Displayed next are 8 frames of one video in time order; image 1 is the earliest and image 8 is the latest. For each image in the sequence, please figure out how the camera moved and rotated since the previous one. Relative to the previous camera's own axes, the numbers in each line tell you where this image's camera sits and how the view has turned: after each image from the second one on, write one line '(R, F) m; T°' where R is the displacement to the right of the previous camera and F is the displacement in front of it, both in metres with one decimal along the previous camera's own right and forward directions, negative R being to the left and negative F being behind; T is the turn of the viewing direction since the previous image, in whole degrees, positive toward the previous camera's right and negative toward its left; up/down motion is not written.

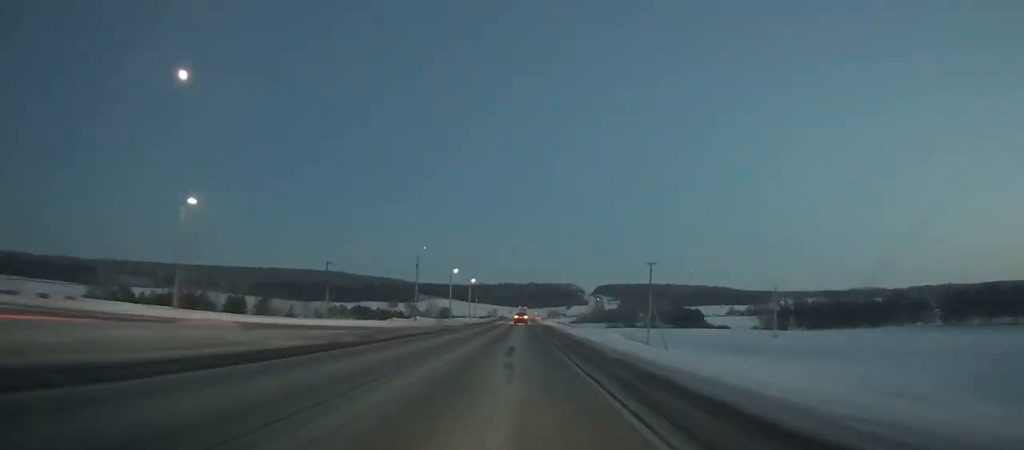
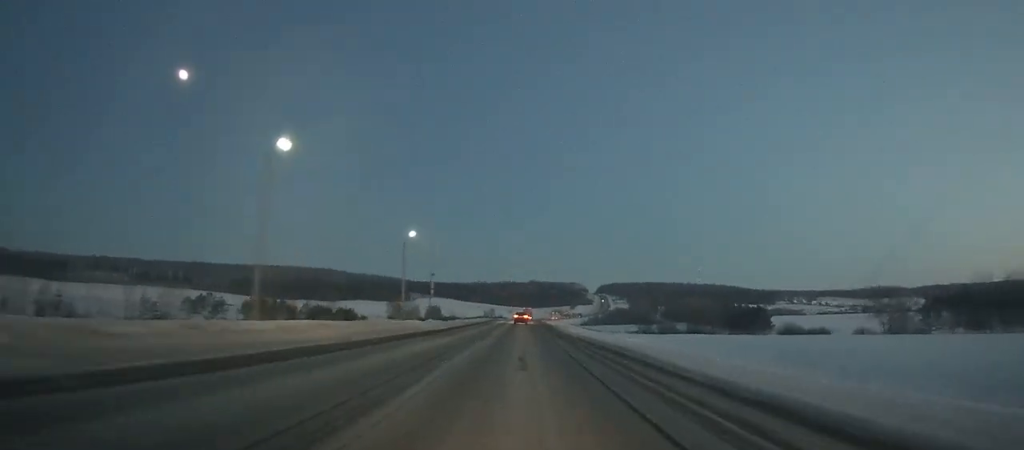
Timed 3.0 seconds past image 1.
(+0.1, +69.5) m; 0°
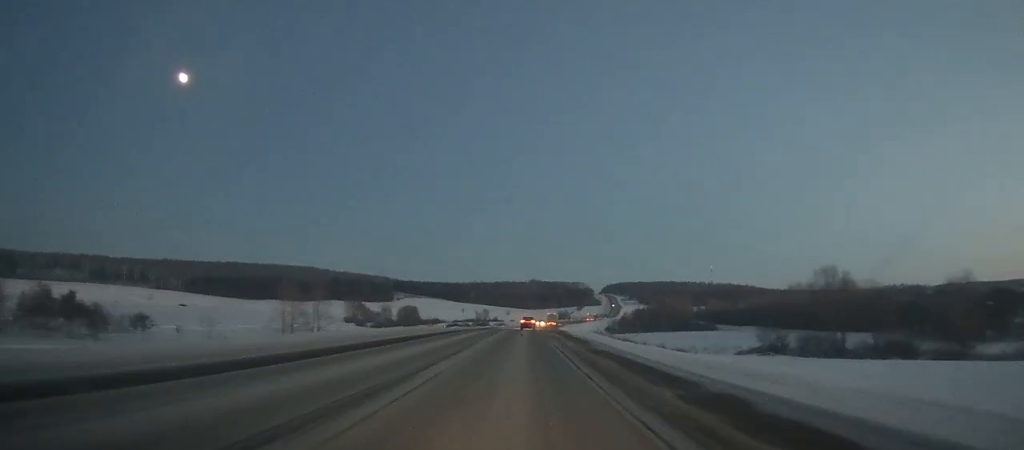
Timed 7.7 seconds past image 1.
(-0.1, +107.9) m; 0°
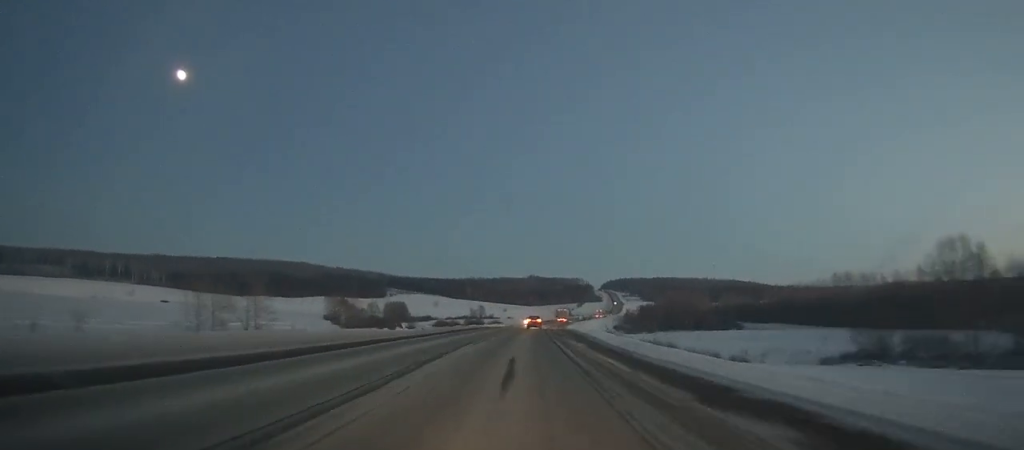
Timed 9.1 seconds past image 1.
(+0.1, +32.2) m; 0°
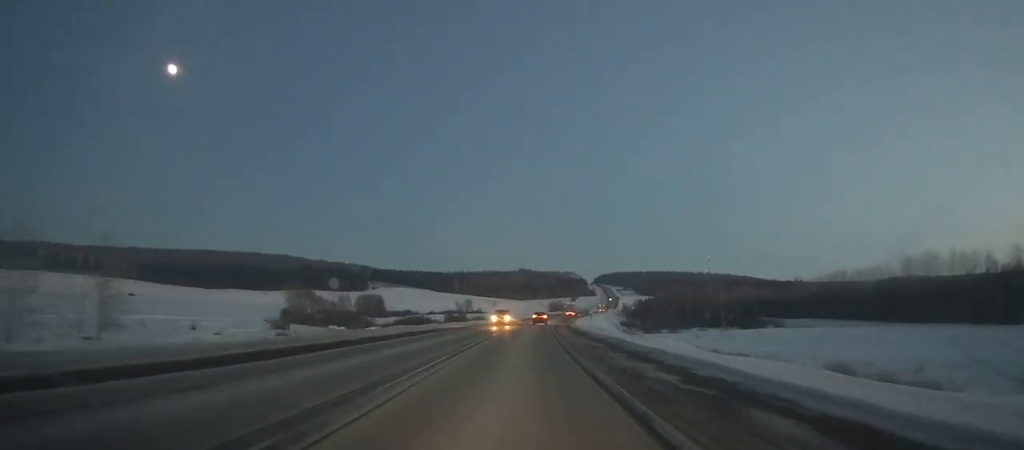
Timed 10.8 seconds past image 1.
(-0.1, +39.0) m; +1°
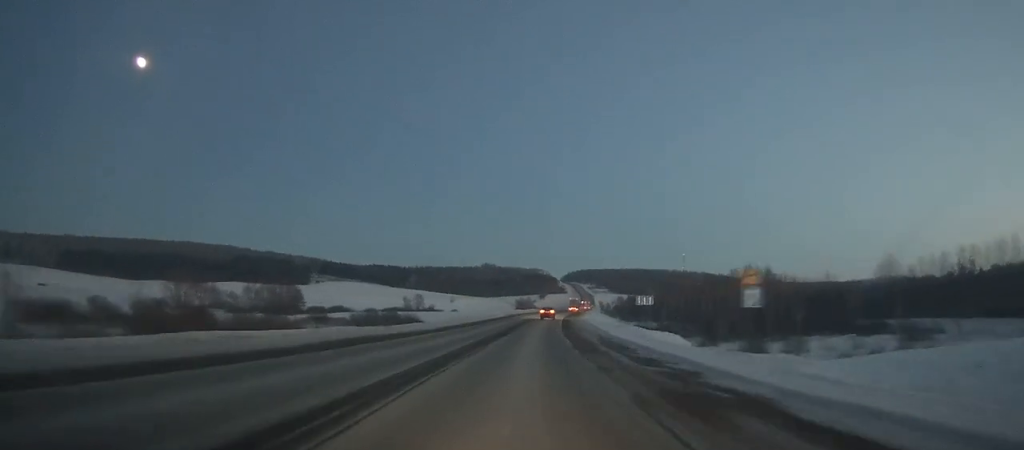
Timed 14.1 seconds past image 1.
(+1.3, +76.8) m; +3°
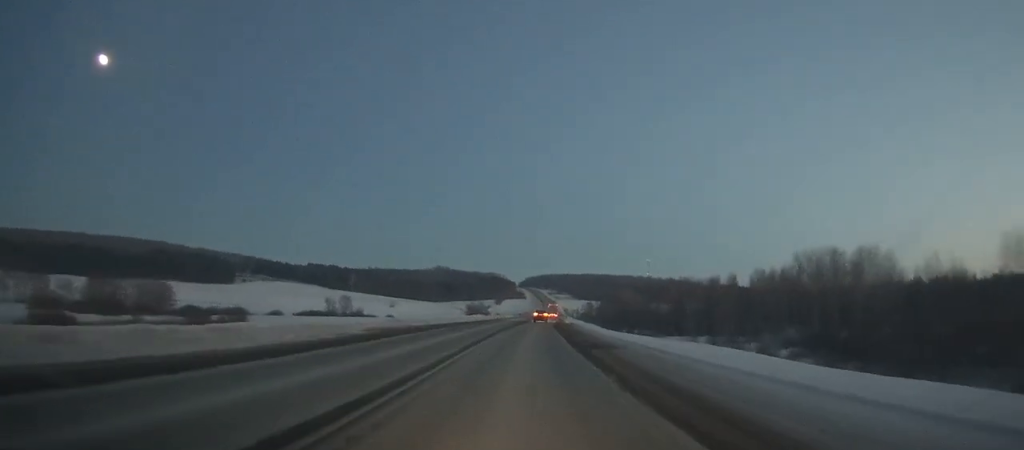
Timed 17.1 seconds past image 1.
(+2.6, +71.4) m; +4°
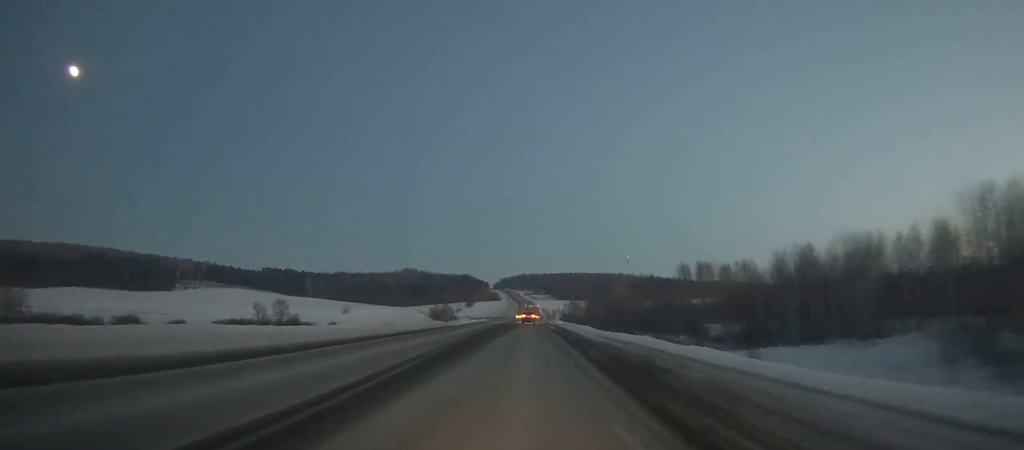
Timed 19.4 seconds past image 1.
(+1.6, +55.9) m; +2°
